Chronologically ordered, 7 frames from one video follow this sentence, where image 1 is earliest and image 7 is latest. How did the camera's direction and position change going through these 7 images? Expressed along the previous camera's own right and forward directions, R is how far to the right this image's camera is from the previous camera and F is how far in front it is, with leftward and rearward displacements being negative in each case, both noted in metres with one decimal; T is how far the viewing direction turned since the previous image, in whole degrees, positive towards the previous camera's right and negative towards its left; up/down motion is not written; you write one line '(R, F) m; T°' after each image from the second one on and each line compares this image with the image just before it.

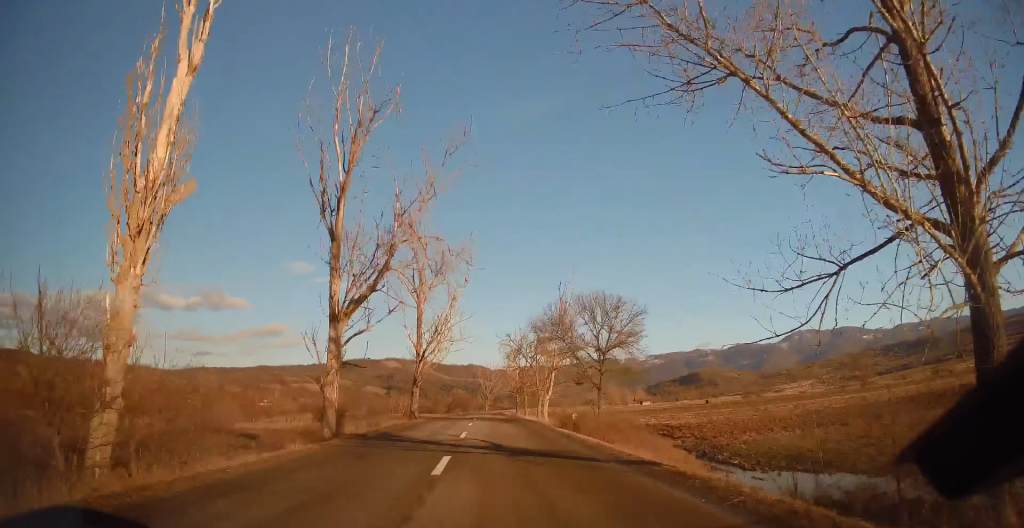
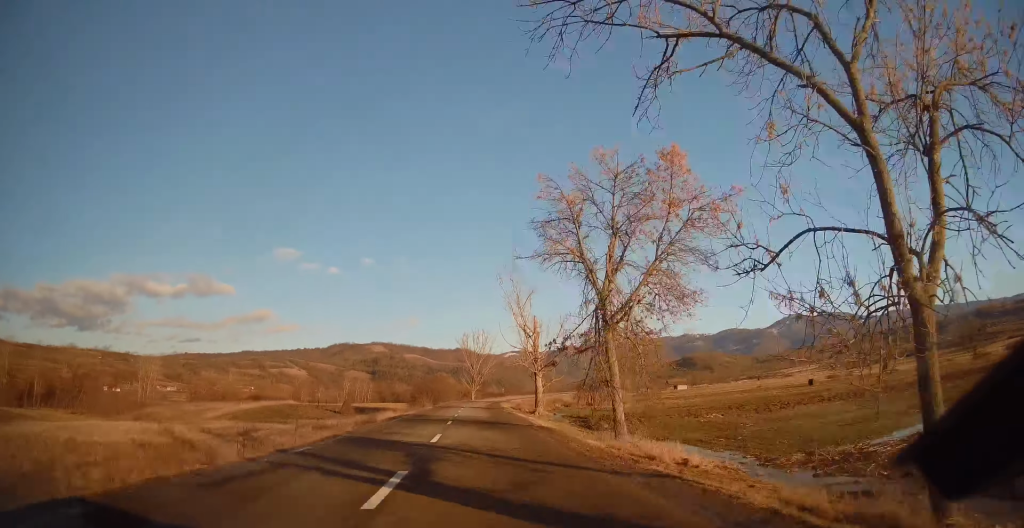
(0.0, +56.1) m; 0°
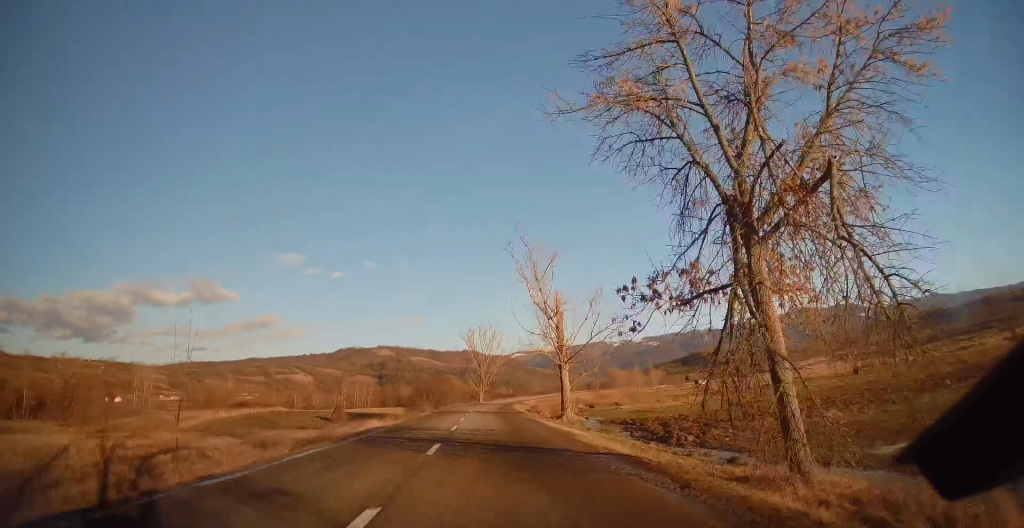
(0.0, +11.6) m; 0°
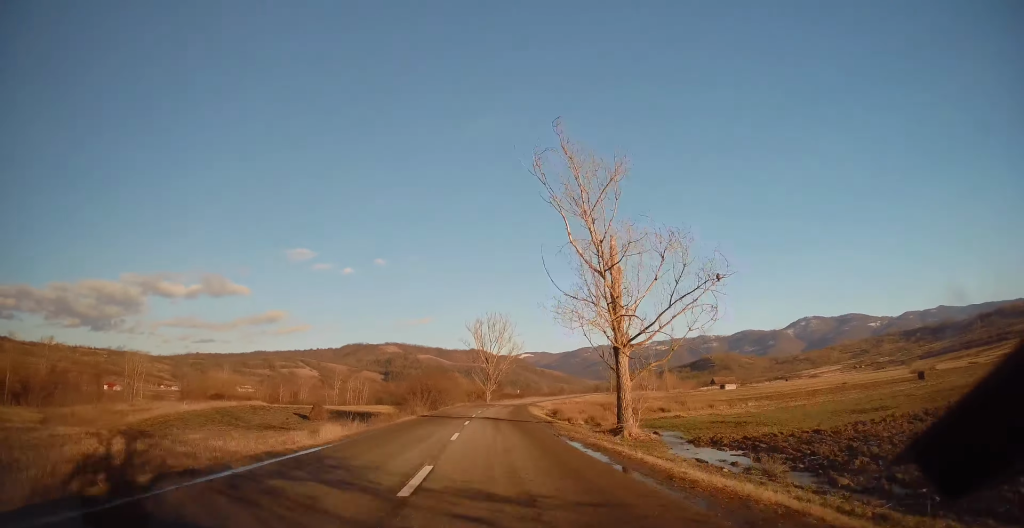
(0.0, +14.4) m; 0°
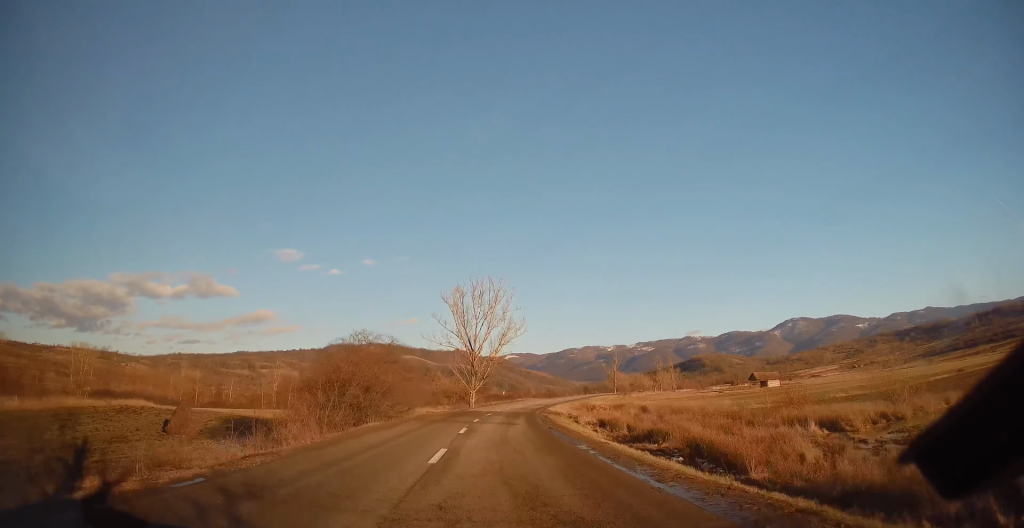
(+0.4, +32.3) m; +2°
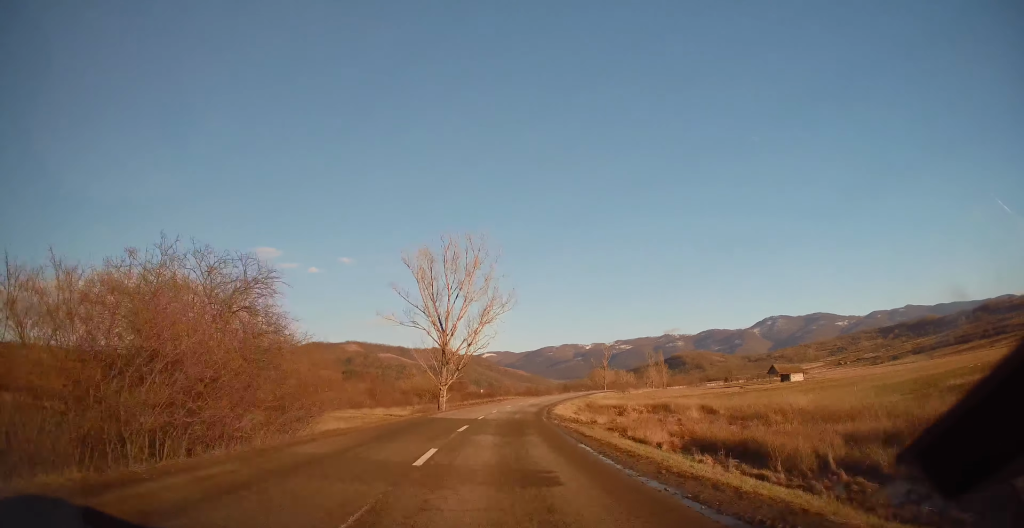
(+0.3, +18.7) m; +2°
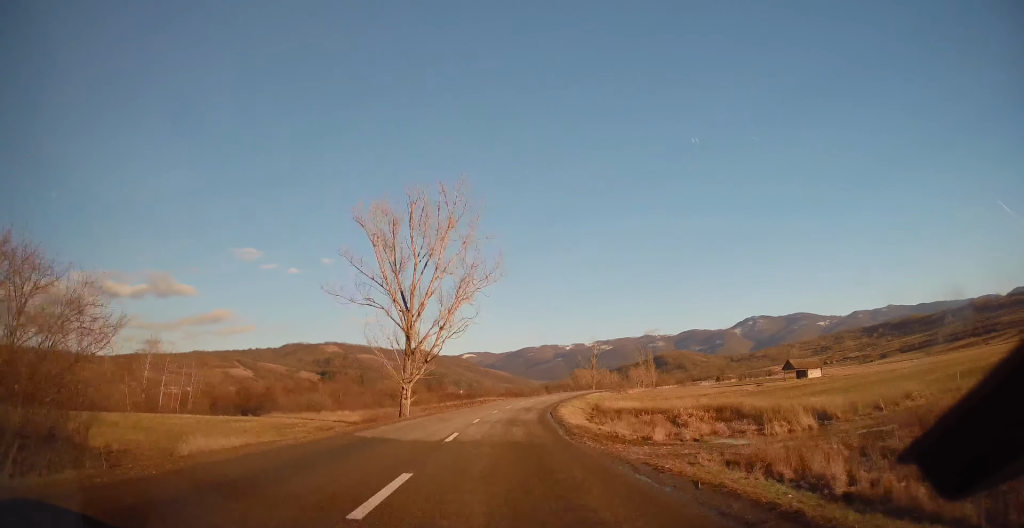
(-0.2, +13.1) m; +3°
